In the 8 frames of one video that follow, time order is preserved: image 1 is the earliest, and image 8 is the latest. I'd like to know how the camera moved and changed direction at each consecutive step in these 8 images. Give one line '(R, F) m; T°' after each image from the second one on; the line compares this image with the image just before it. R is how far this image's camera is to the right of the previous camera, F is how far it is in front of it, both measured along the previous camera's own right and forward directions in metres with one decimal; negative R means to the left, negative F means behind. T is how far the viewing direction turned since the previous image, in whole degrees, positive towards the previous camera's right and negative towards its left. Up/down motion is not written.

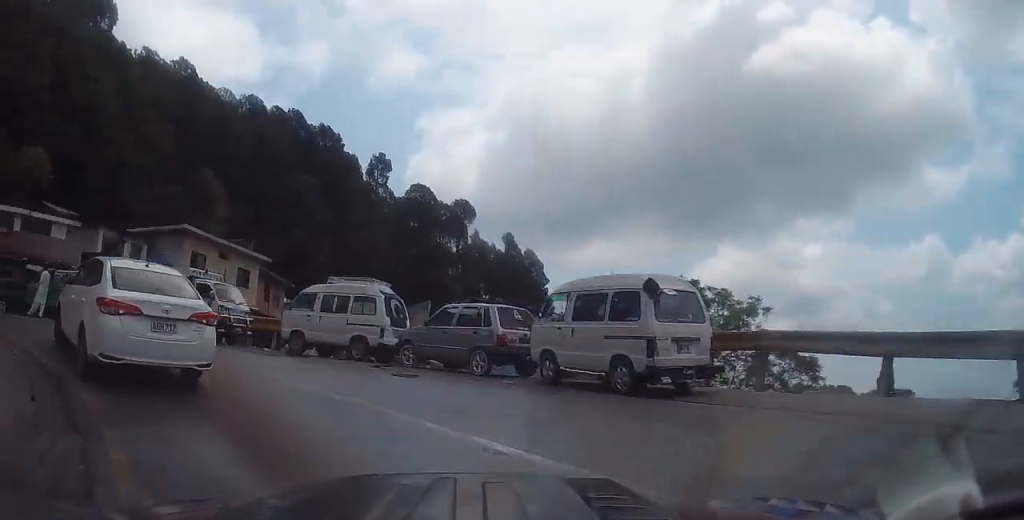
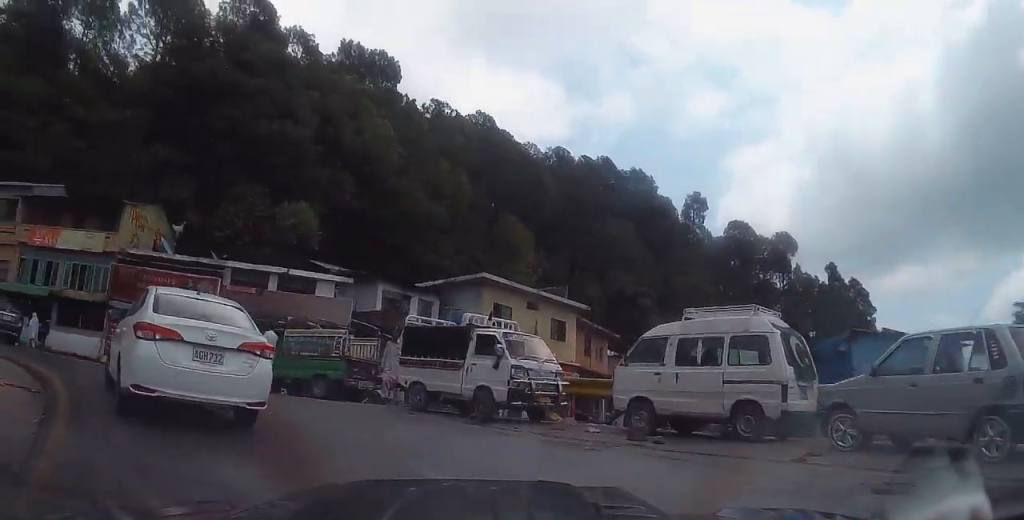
(-1.3, +5.5) m; -28°
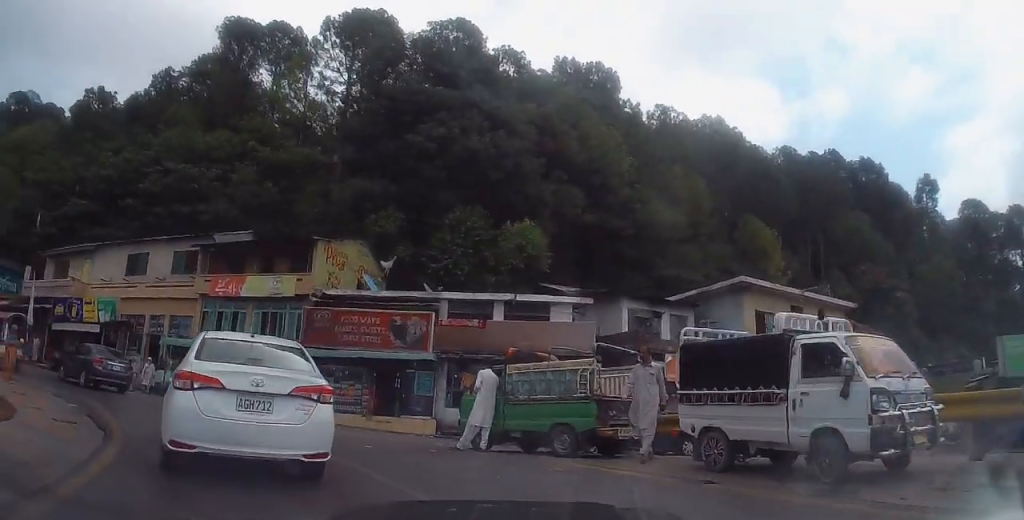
(-0.8, +4.2) m; -20°
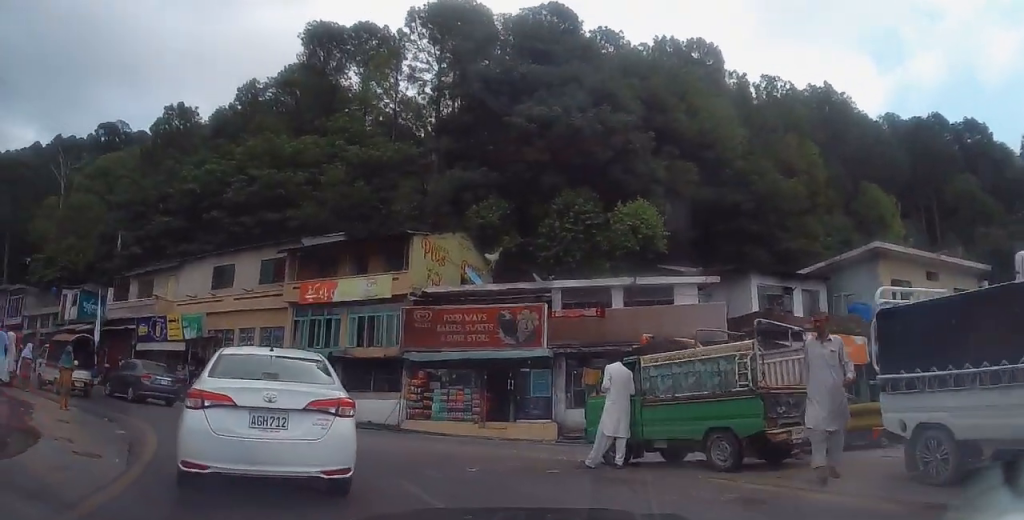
(-0.3, +2.4) m; -9°
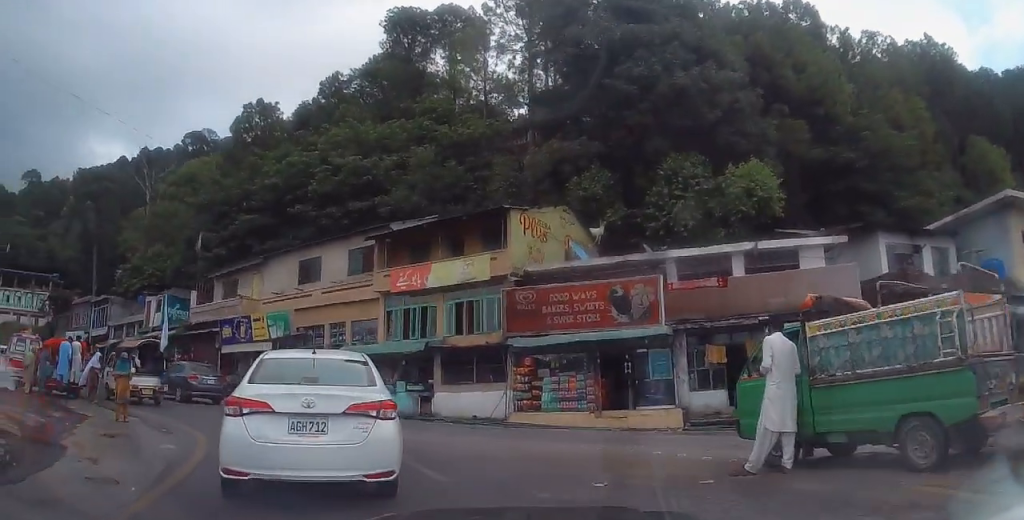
(-0.1, +2.3) m; -8°
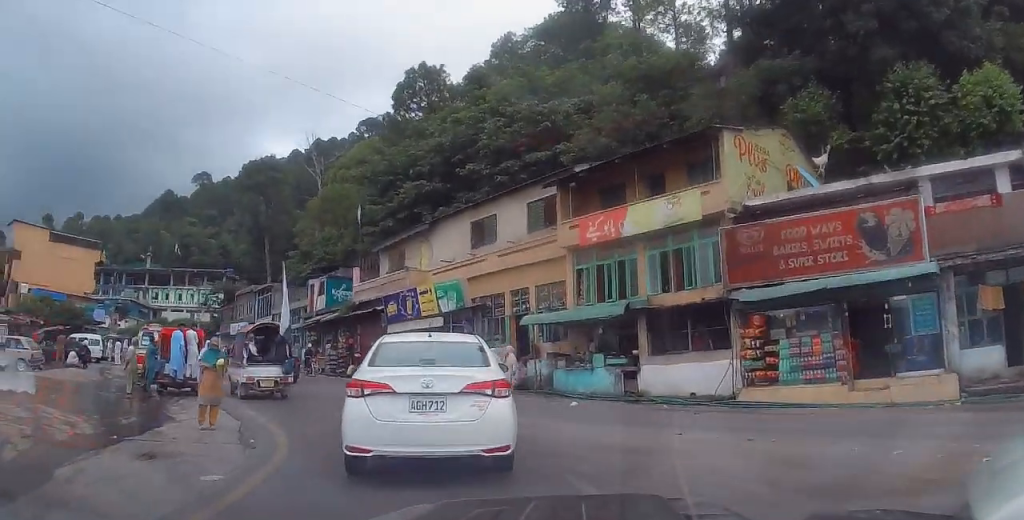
(-0.8, +4.7) m; -14°
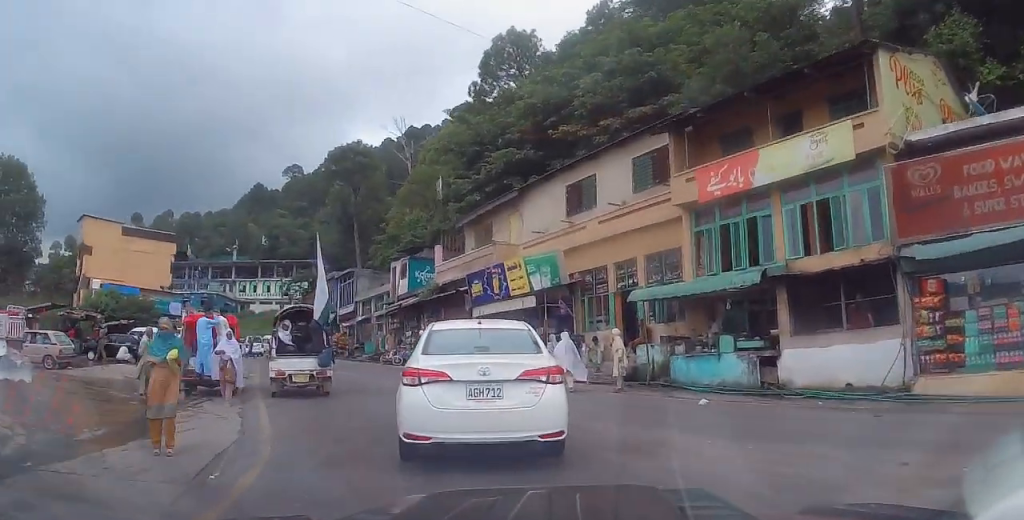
(-0.2, +3.8) m; -14°
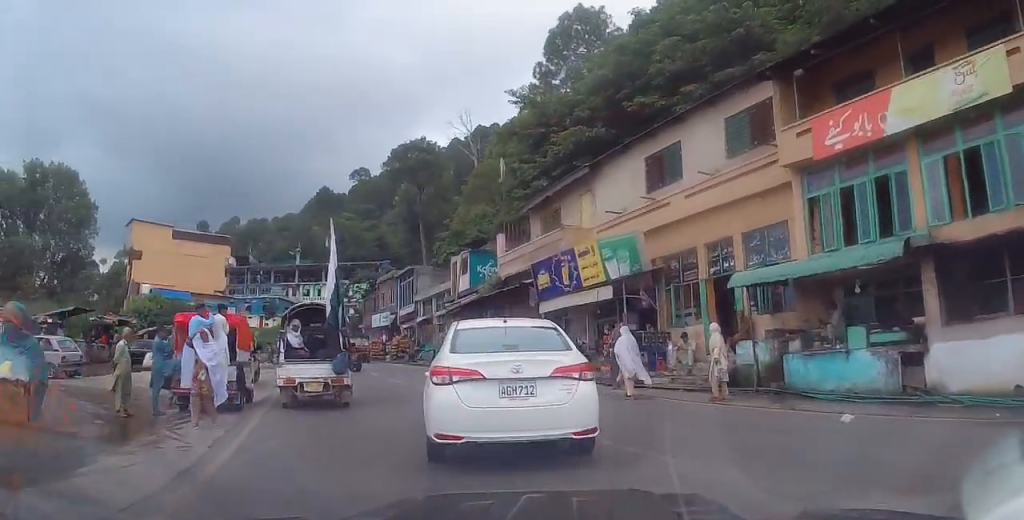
(-0.6, +3.4) m; -11°
